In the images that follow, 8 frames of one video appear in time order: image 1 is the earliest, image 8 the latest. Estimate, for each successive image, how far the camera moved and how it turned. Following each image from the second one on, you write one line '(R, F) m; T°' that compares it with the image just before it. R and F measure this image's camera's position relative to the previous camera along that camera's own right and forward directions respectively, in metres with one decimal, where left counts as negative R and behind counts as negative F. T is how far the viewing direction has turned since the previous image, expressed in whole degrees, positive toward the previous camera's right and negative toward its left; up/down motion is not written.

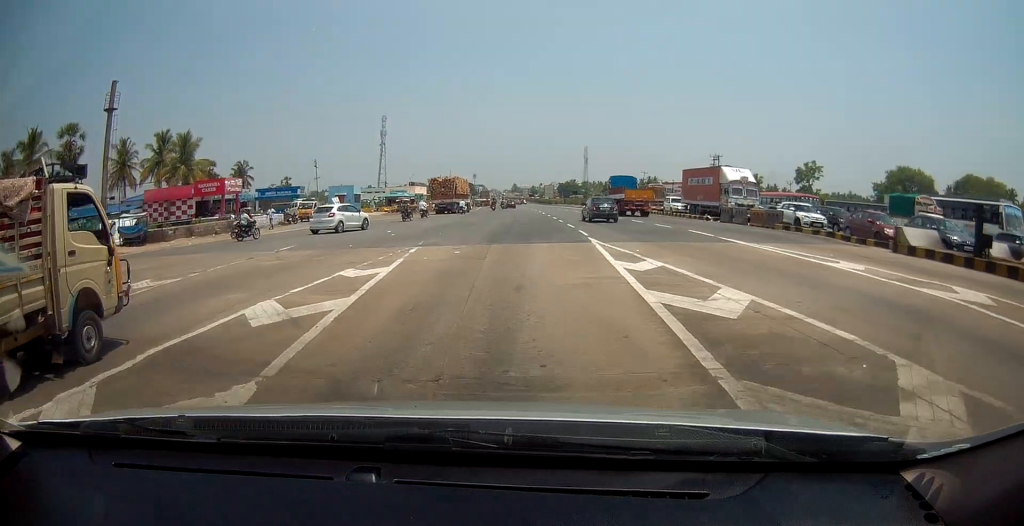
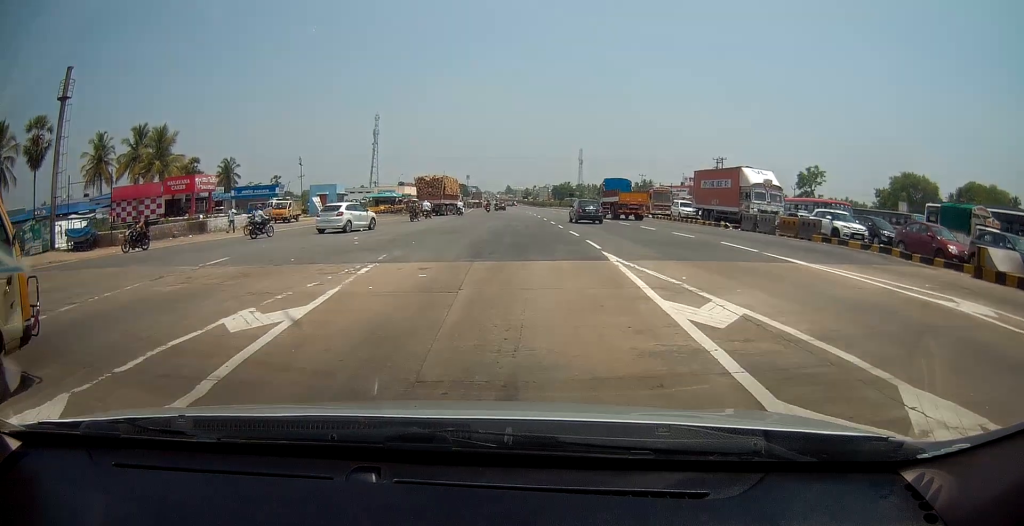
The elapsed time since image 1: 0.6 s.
(+0.1, +4.3) m; +2°
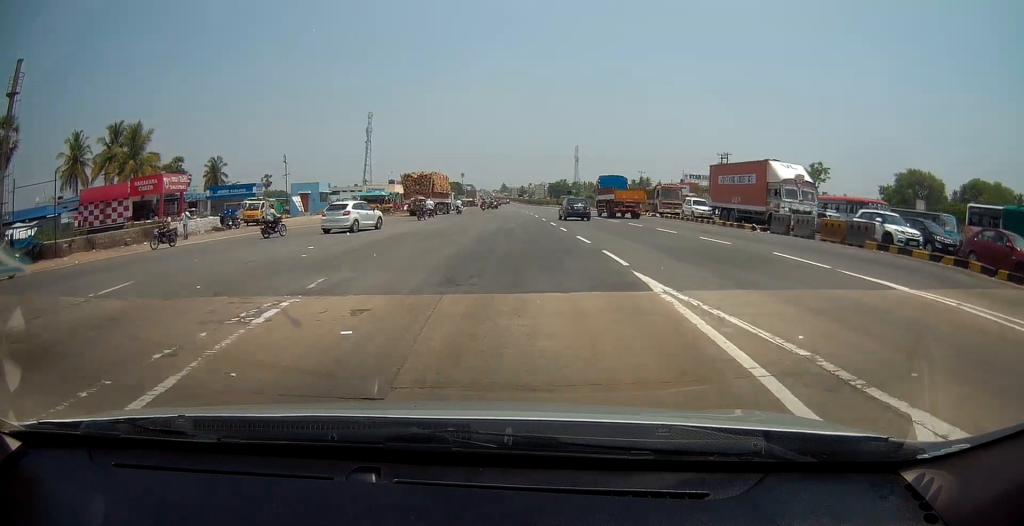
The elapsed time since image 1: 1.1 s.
(+0.1, +4.7) m; 0°
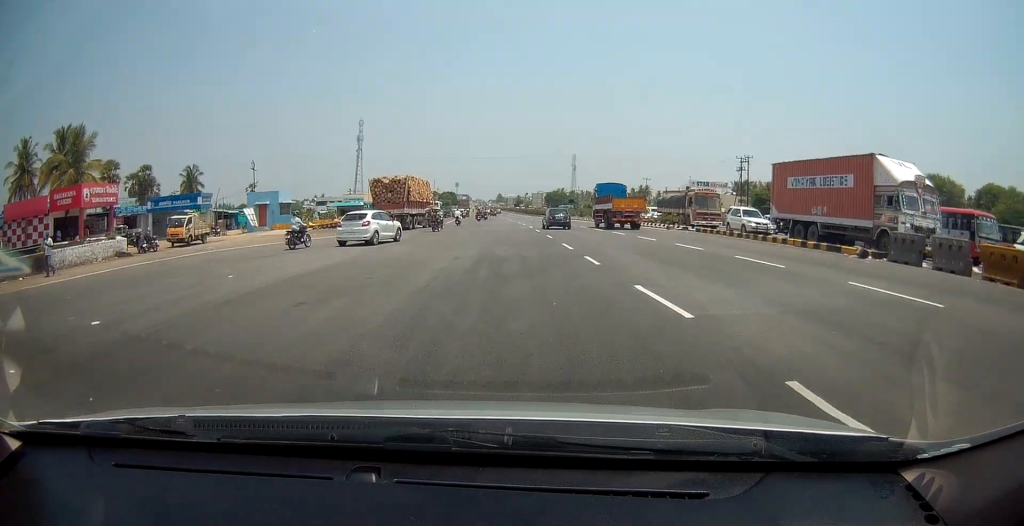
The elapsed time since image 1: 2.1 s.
(0.0, +10.9) m; -1°
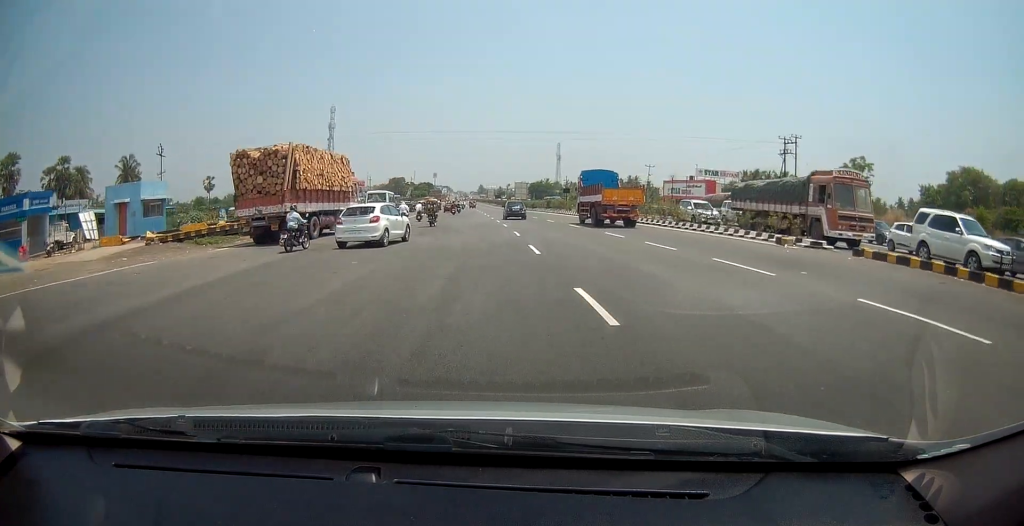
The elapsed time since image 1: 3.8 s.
(0.0, +21.7) m; +3°
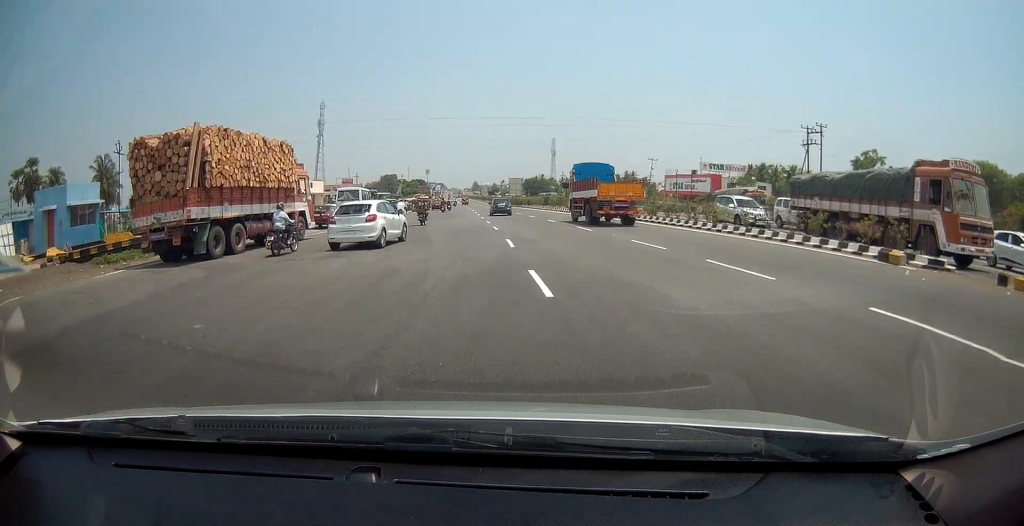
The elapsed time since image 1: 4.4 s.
(+0.3, +7.8) m; +1°
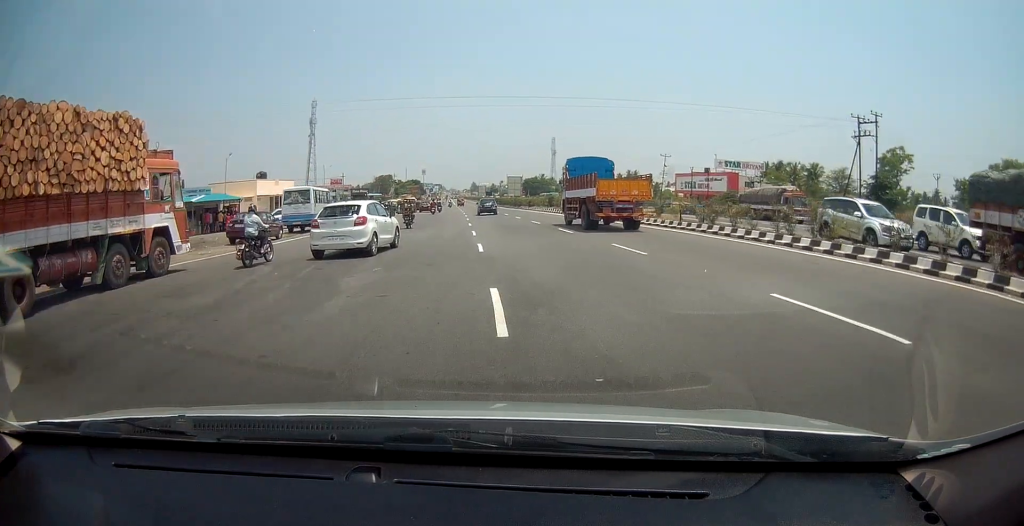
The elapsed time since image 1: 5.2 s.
(0.0, +11.4) m; 0°
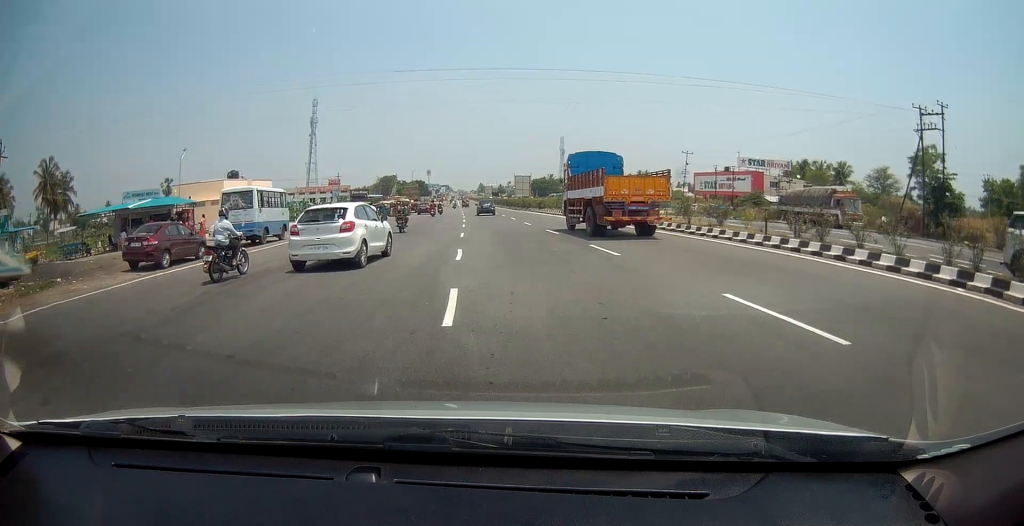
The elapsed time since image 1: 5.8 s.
(-0.1, +9.3) m; -1°
